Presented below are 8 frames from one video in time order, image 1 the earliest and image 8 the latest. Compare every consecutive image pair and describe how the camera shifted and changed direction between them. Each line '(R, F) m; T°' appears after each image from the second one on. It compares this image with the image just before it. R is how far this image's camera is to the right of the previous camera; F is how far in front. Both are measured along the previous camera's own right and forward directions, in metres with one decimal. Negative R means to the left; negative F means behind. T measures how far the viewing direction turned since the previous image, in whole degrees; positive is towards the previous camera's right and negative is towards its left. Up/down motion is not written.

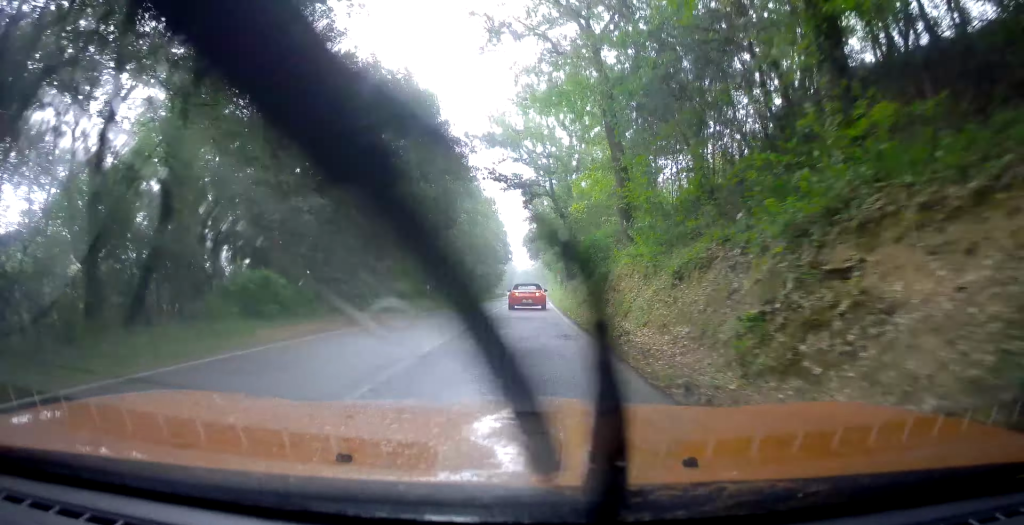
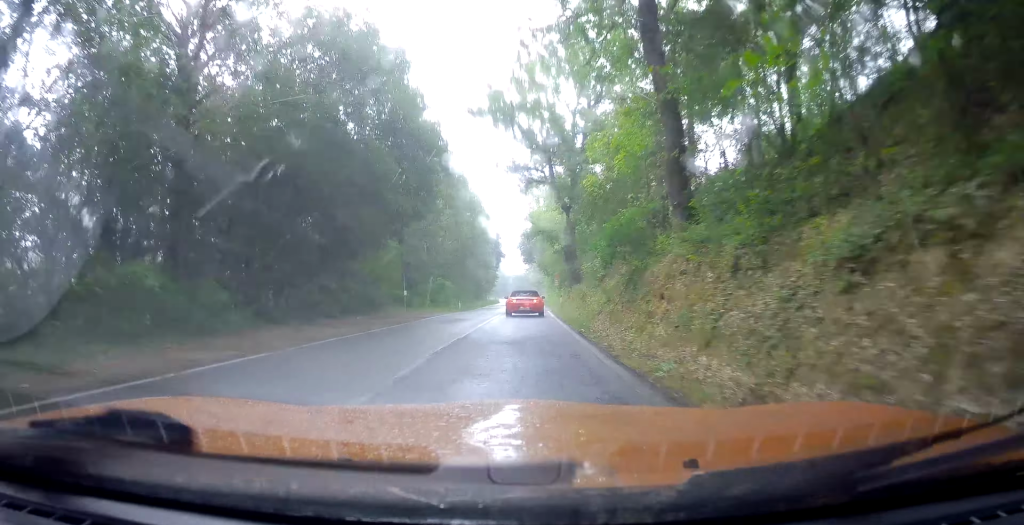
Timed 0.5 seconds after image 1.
(0.0, +7.3) m; 0°
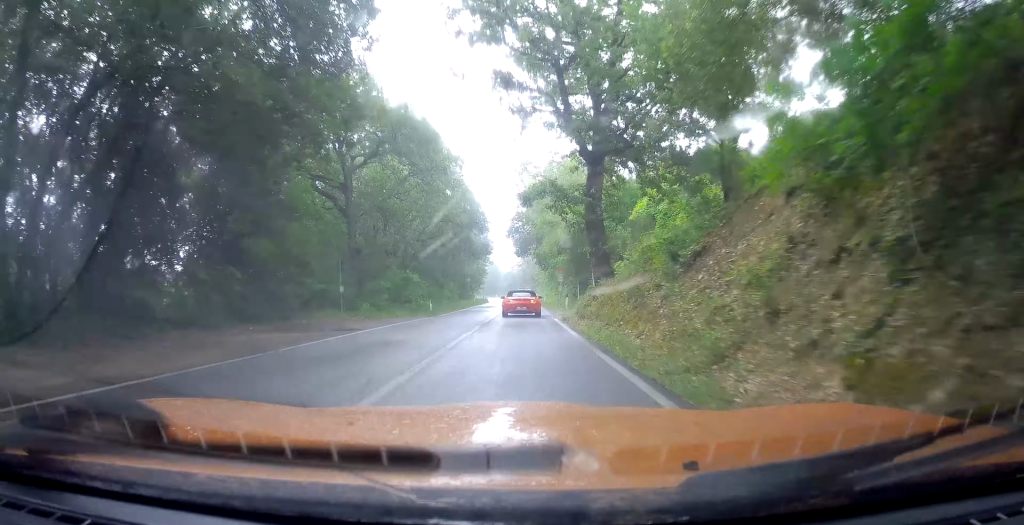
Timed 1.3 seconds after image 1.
(+0.2, +14.0) m; -2°
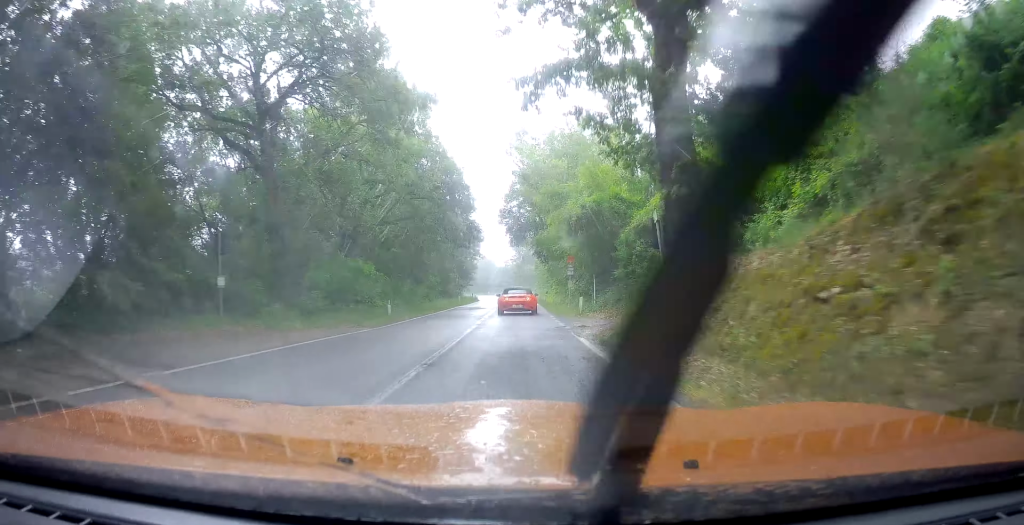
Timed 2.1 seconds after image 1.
(-0.7, +12.1) m; +1°
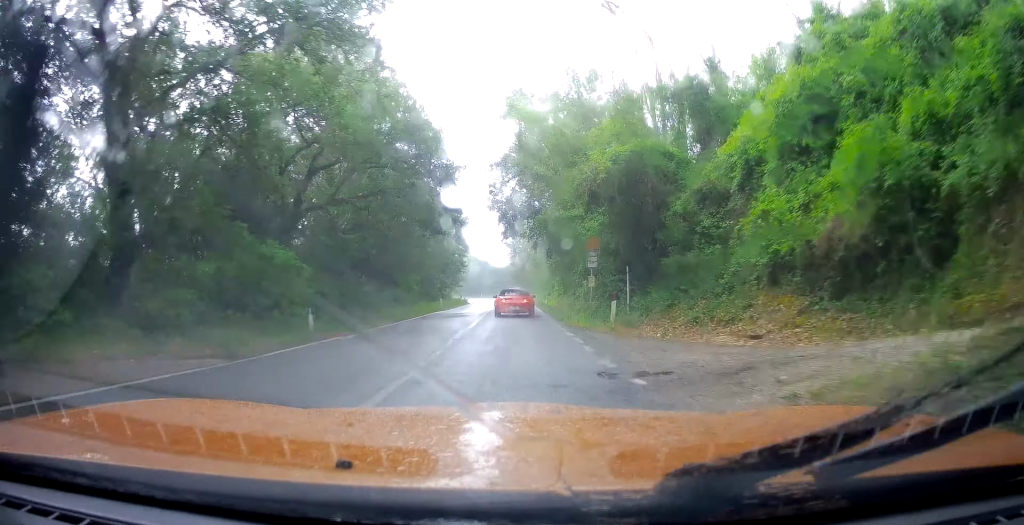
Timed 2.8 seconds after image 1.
(+0.5, +10.6) m; +2°
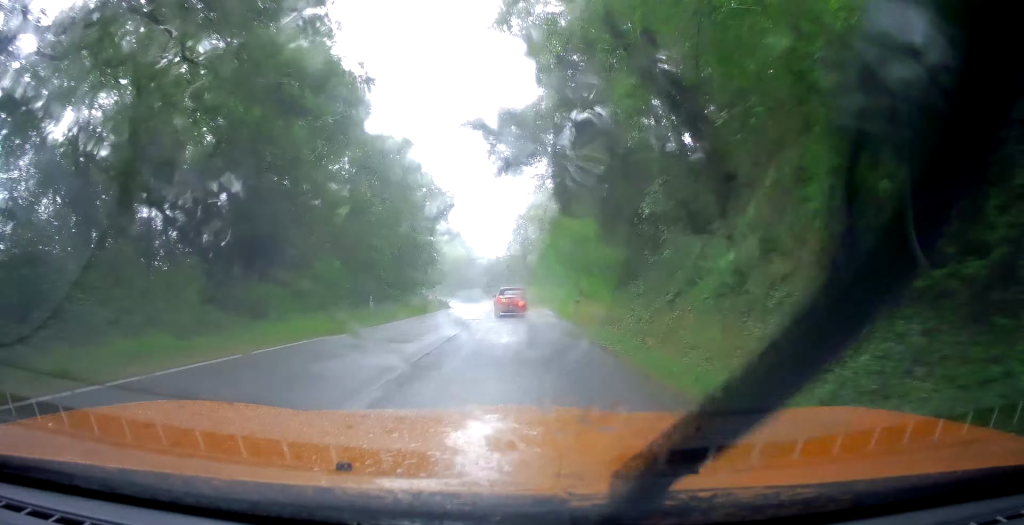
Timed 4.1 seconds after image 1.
(+0.7, +21.7) m; +1°
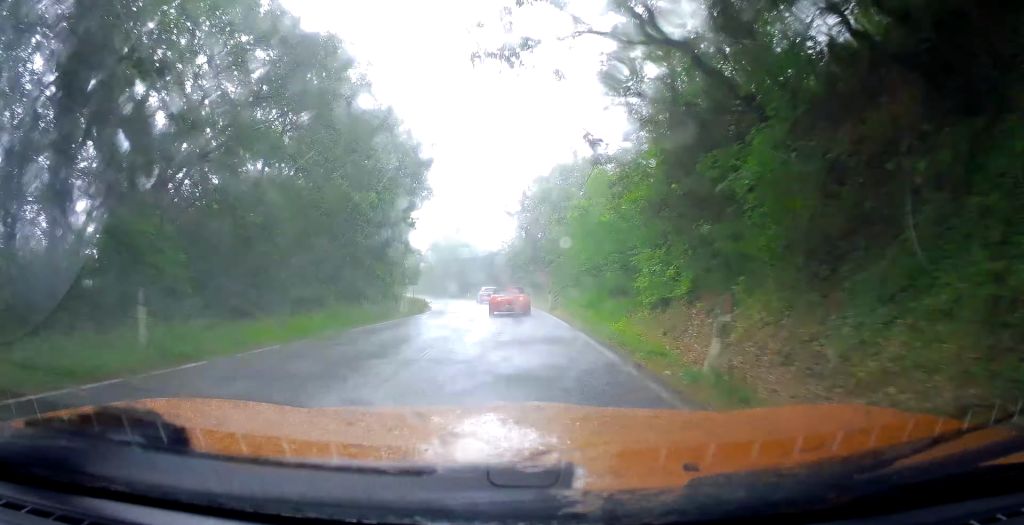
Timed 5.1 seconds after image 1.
(-0.2, +15.0) m; -1°
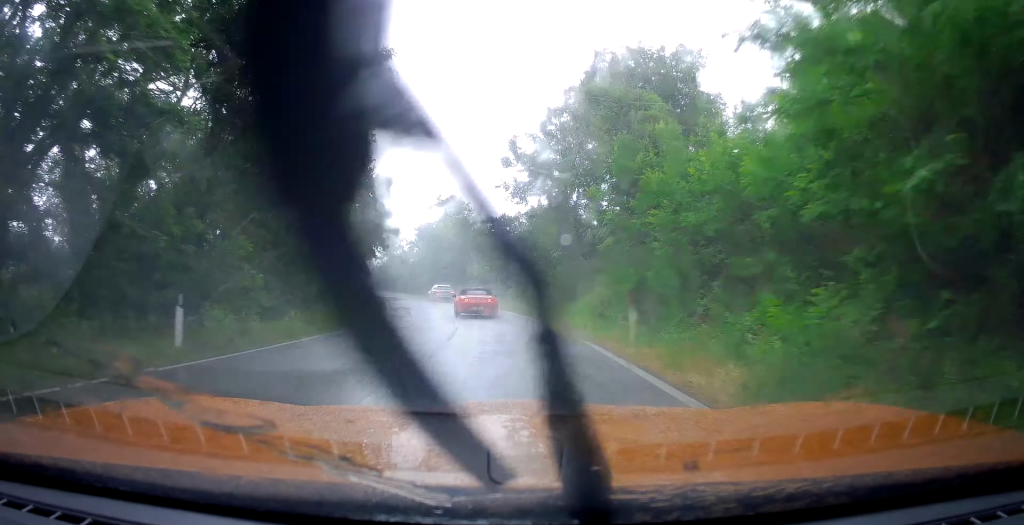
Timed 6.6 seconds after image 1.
(-0.5, +21.7) m; -5°
